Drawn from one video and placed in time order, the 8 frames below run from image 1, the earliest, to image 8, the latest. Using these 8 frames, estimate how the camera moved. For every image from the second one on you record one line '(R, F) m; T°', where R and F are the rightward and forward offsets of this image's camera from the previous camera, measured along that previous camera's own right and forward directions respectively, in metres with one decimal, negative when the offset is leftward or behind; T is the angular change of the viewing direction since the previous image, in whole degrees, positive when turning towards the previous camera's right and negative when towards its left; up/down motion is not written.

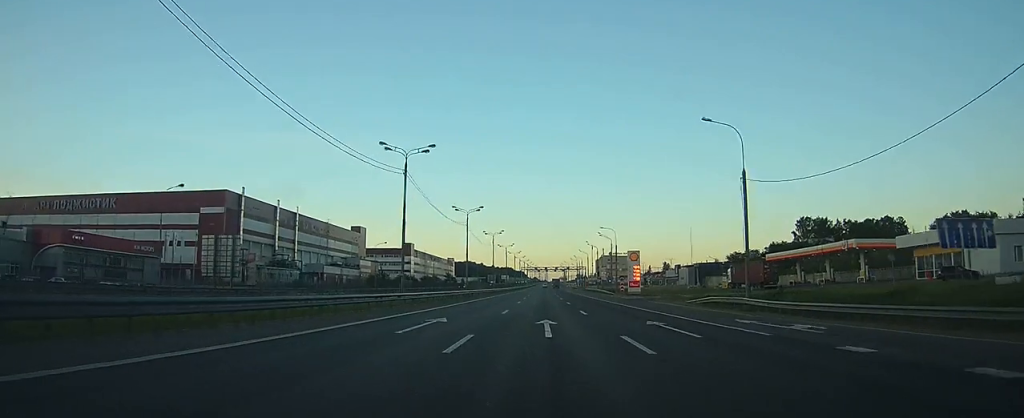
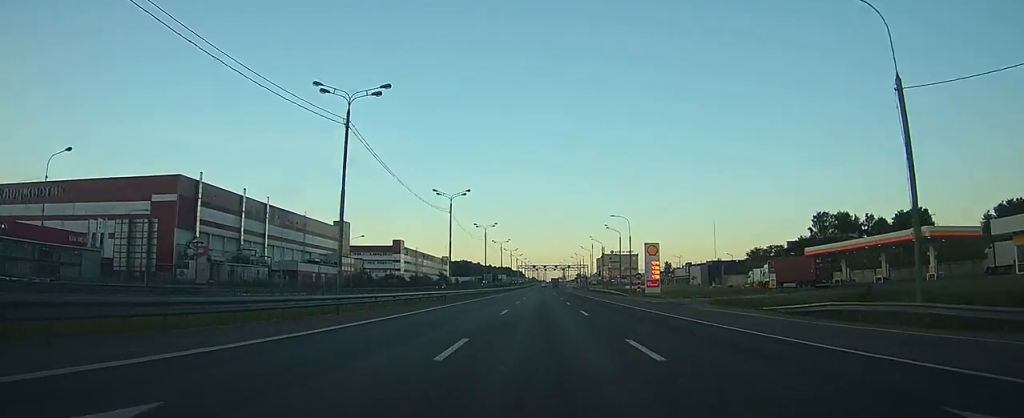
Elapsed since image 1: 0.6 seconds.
(0.0, +16.6) m; 0°
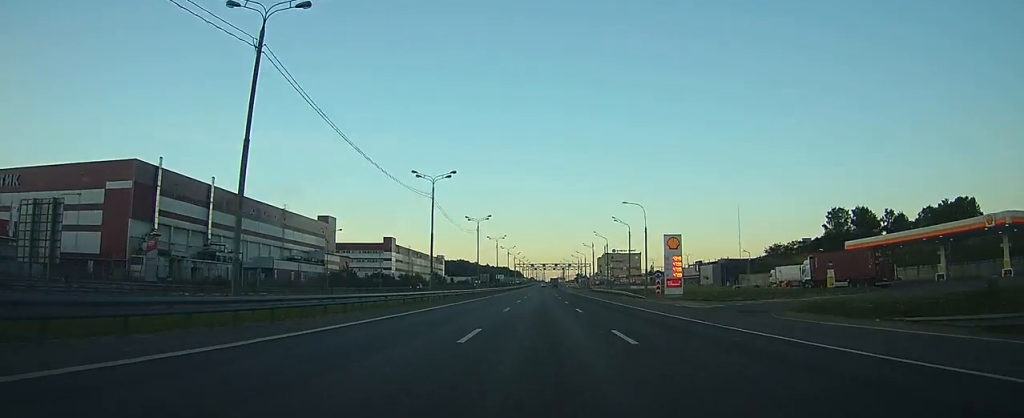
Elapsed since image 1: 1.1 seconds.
(0.0, +12.9) m; 0°
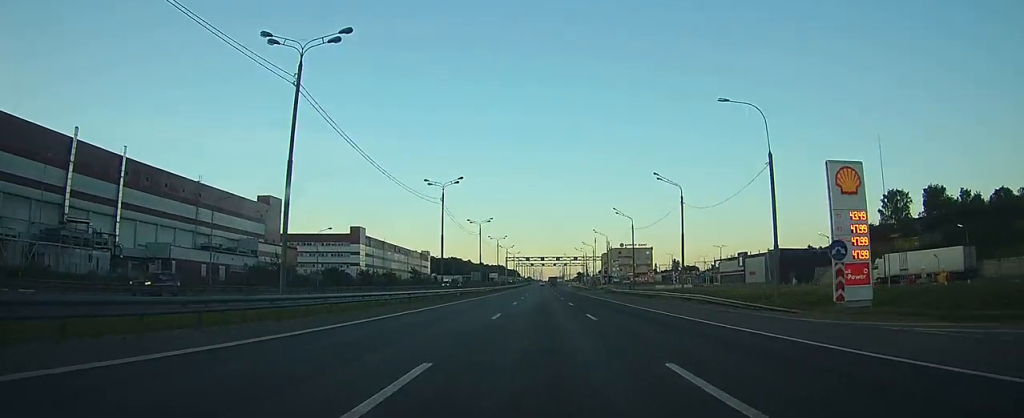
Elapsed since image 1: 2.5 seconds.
(-0.1, +38.0) m; 0°
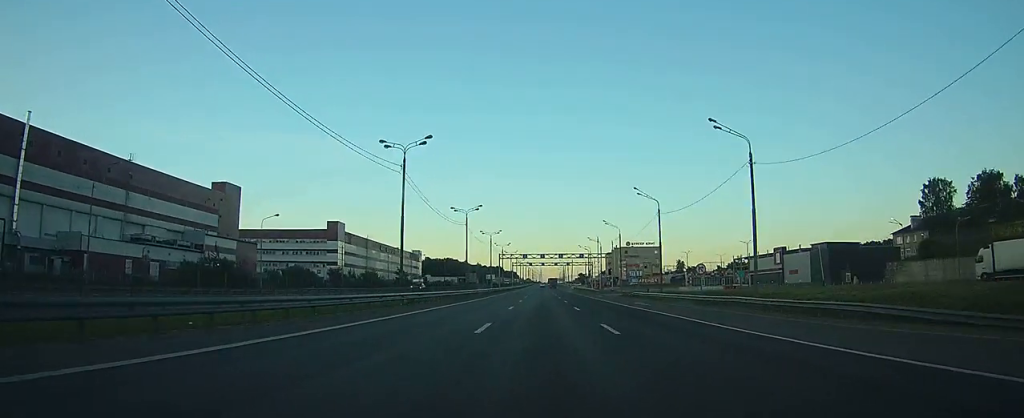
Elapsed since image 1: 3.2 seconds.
(+0.1, +20.9) m; 0°
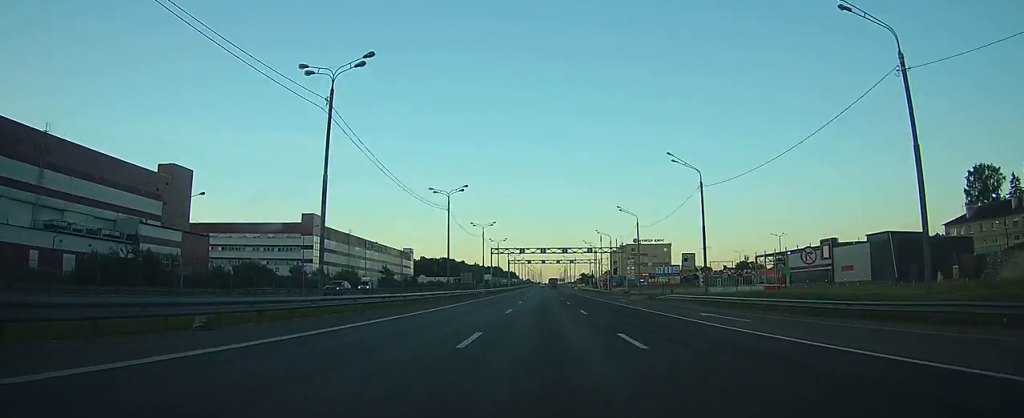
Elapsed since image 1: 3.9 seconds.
(+0.1, +19.2) m; 0°
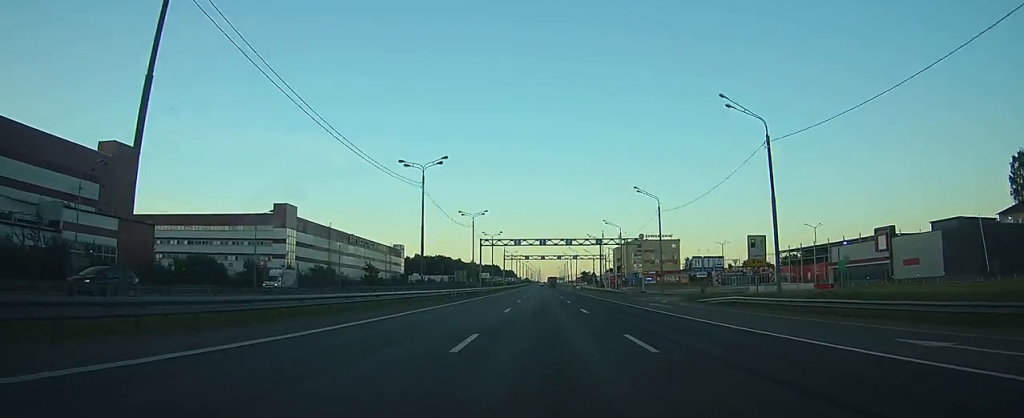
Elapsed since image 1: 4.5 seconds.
(0.0, +16.6) m; 0°
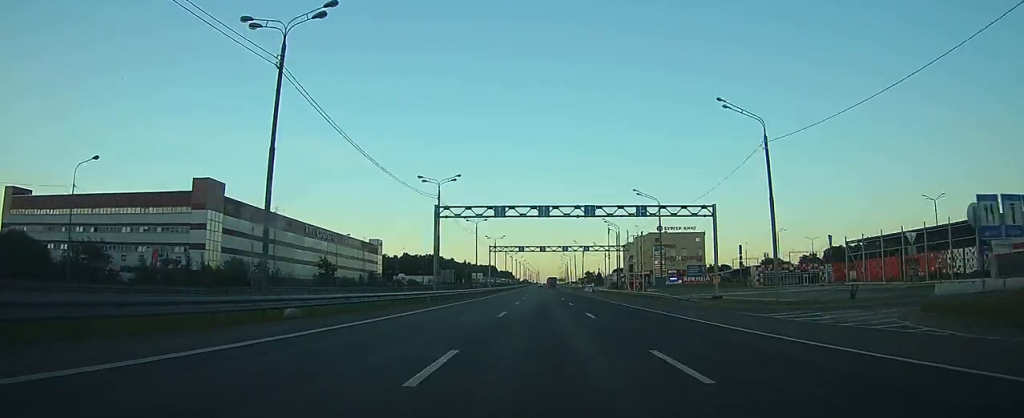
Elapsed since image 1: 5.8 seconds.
(0.0, +35.4) m; 0°
